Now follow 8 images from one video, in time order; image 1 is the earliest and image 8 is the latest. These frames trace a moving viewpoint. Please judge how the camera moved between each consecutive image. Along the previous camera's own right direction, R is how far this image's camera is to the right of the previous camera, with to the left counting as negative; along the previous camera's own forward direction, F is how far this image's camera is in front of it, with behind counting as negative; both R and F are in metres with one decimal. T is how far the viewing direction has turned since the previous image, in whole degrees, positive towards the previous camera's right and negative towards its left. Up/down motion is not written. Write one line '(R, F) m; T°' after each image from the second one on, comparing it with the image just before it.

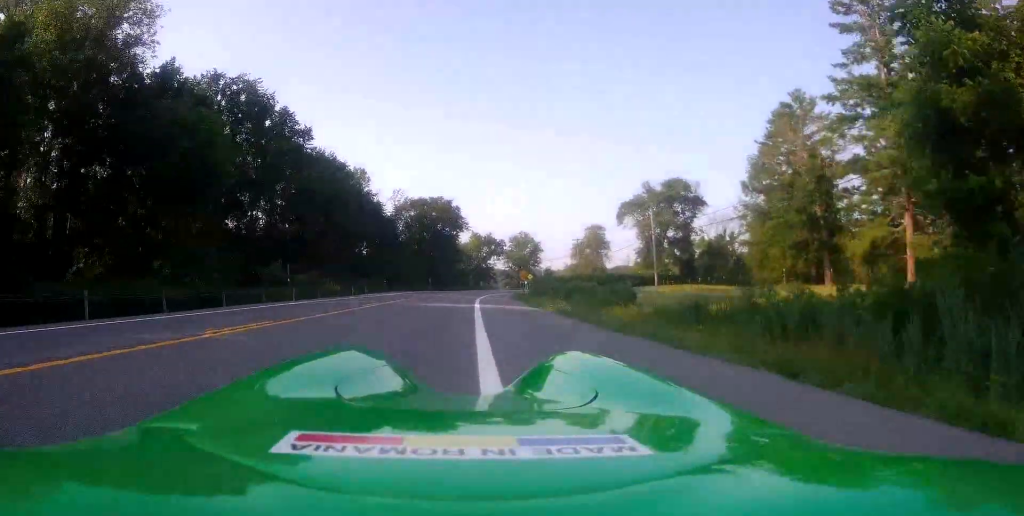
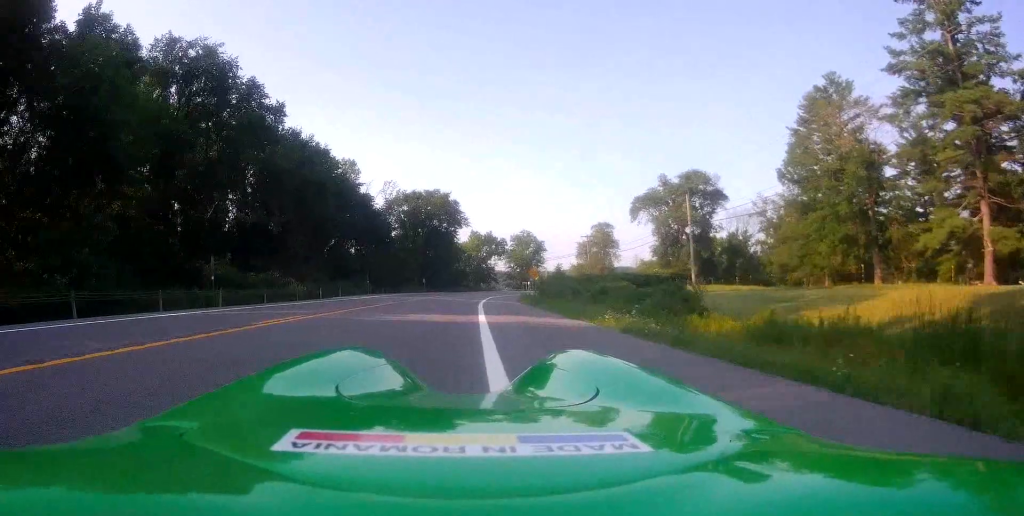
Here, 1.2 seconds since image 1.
(-0.4, +10.0) m; -1°
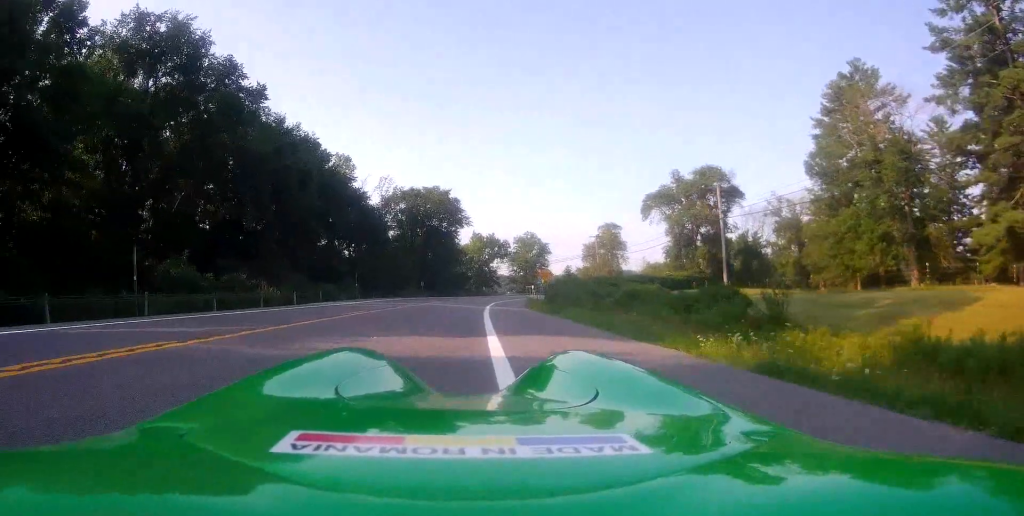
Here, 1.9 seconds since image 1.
(+0.2, +6.0) m; +2°
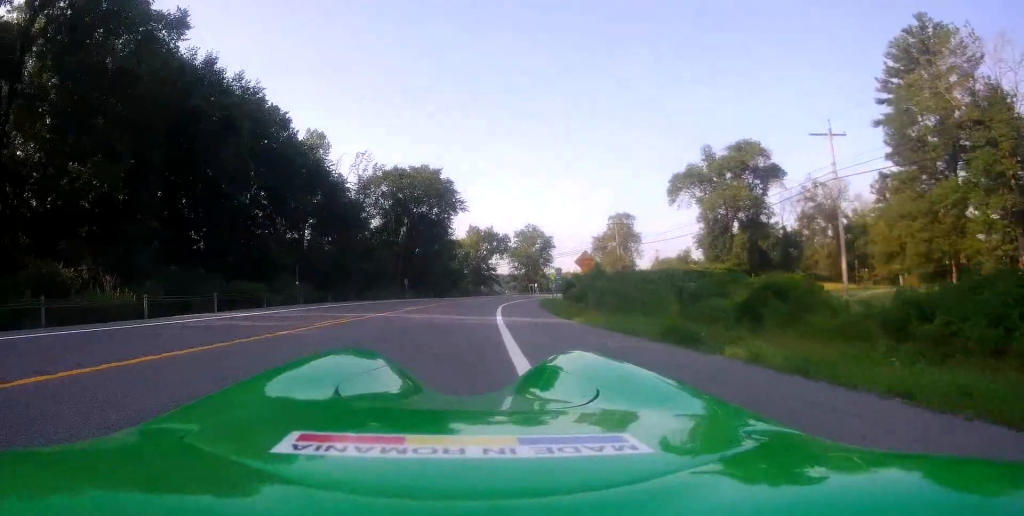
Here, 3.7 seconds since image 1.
(0.0, +15.1) m; -1°
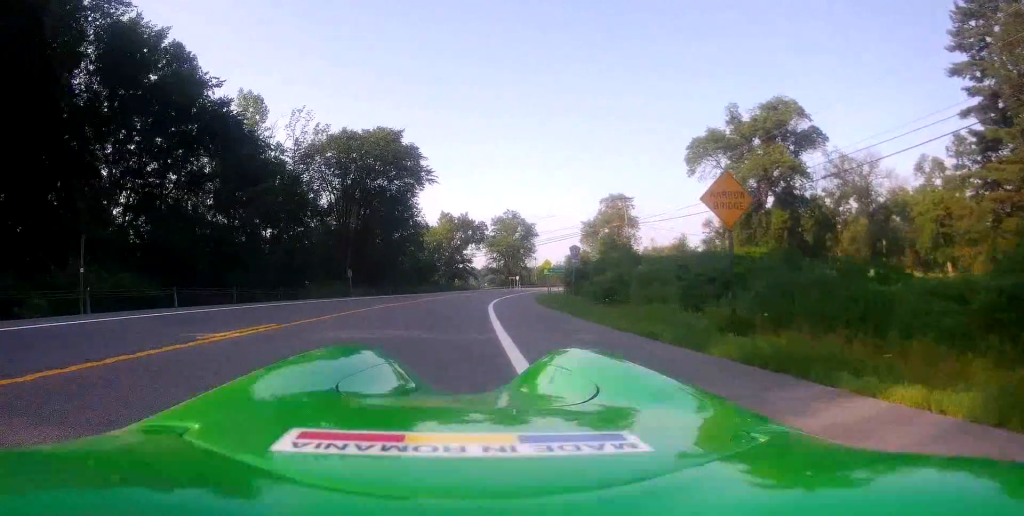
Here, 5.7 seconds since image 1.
(+1.4, +16.9) m; +8°
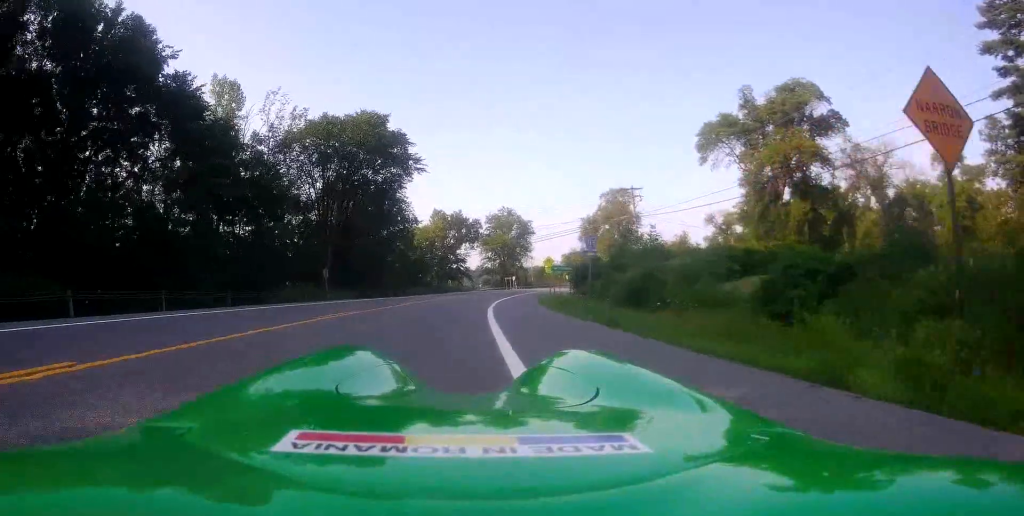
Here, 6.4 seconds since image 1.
(0.0, +5.6) m; -1°
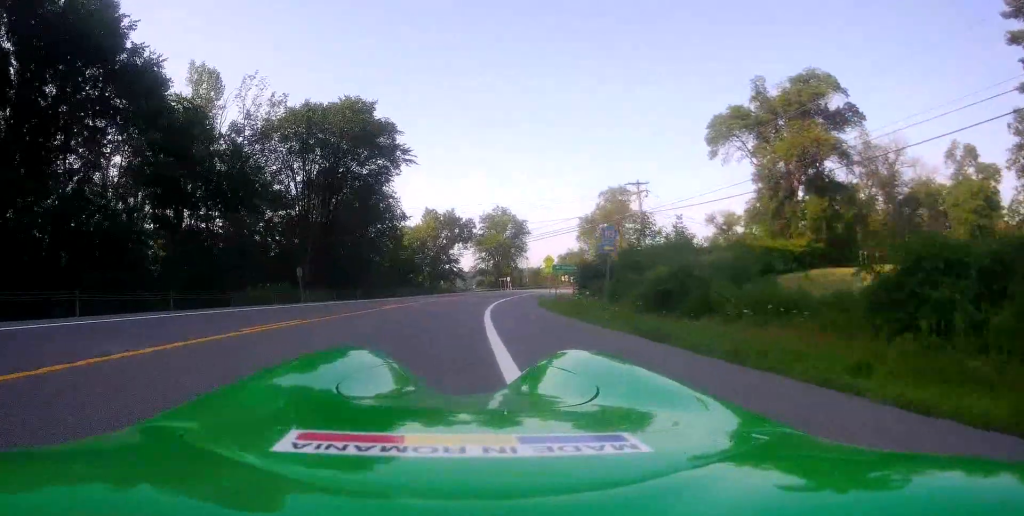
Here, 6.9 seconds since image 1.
(-0.1, +4.6) m; -1°
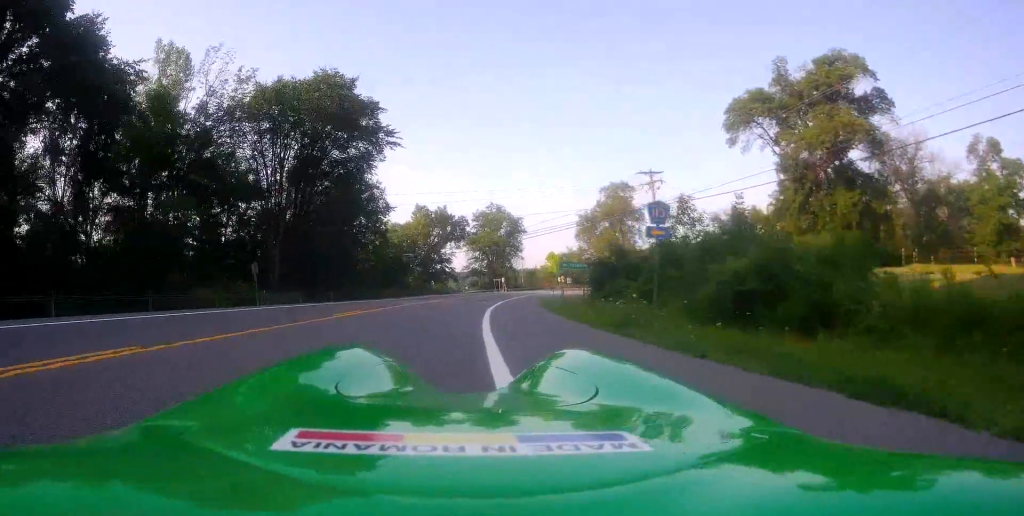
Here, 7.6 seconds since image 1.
(-0.1, +6.0) m; -1°
